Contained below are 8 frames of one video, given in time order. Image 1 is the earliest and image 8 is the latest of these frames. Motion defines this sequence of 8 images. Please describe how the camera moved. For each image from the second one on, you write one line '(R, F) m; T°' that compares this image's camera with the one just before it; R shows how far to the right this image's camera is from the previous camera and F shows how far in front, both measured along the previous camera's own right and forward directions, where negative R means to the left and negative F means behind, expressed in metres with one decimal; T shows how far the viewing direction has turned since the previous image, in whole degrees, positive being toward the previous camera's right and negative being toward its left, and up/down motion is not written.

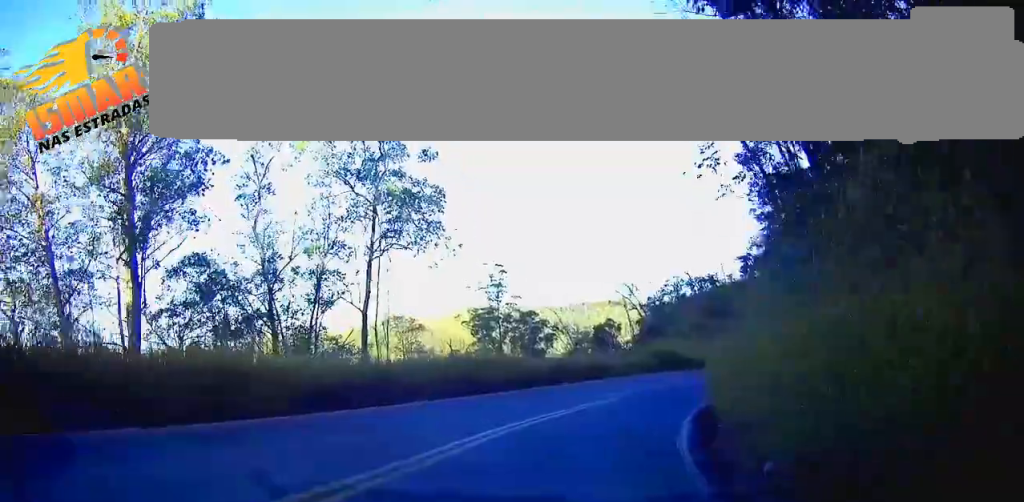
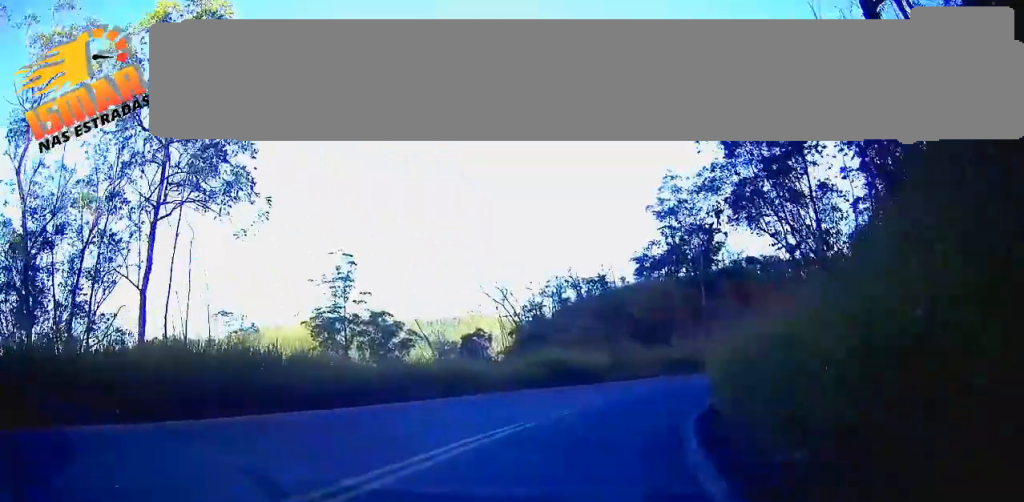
(+0.9, +16.5) m; +7°
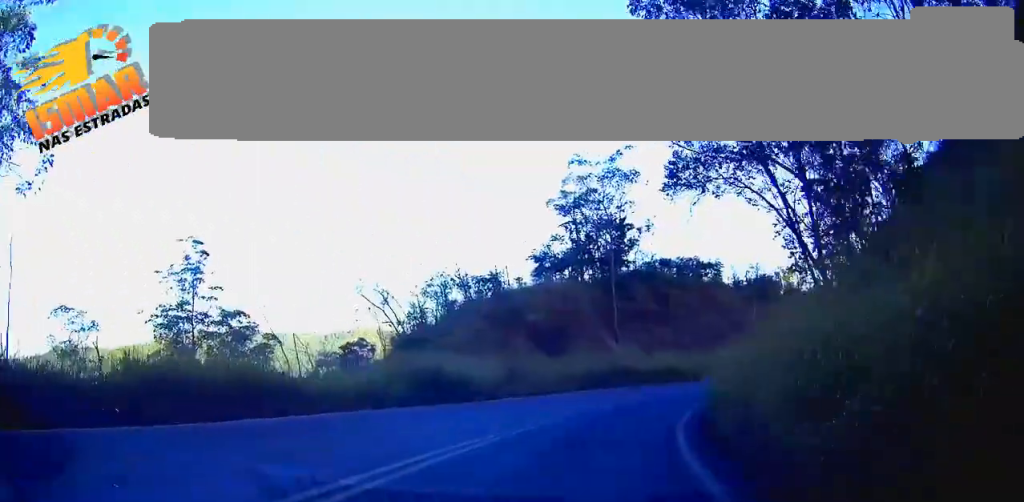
(+0.9, +13.5) m; +7°
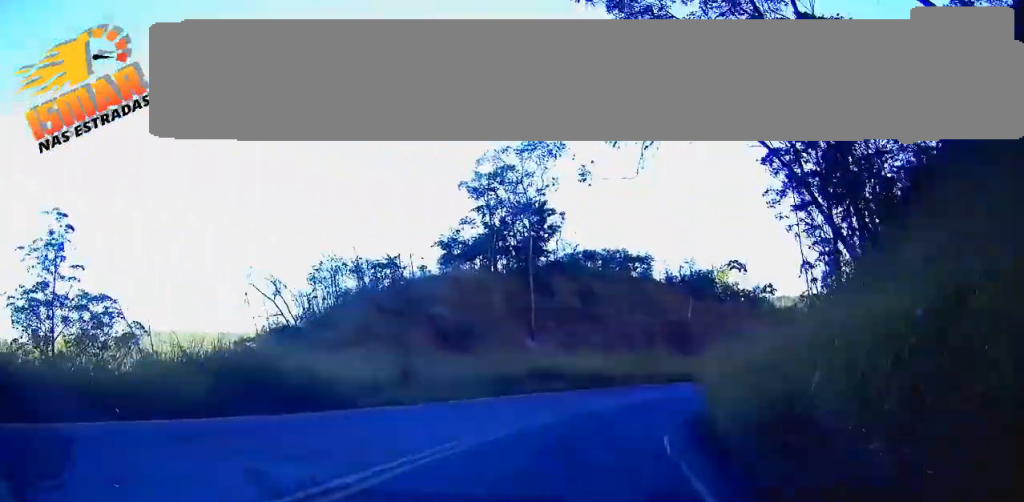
(+0.4, +11.1) m; +6°
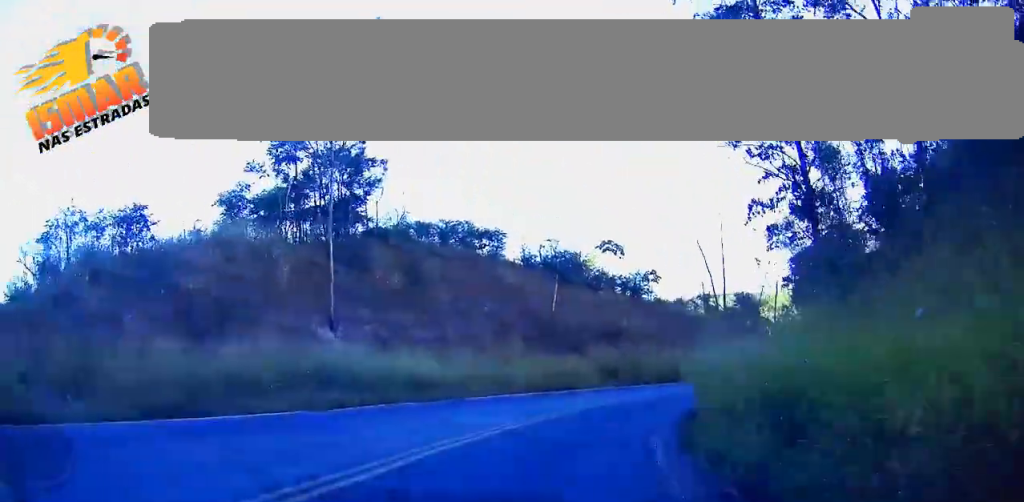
(+2.8, +22.0) m; +14°
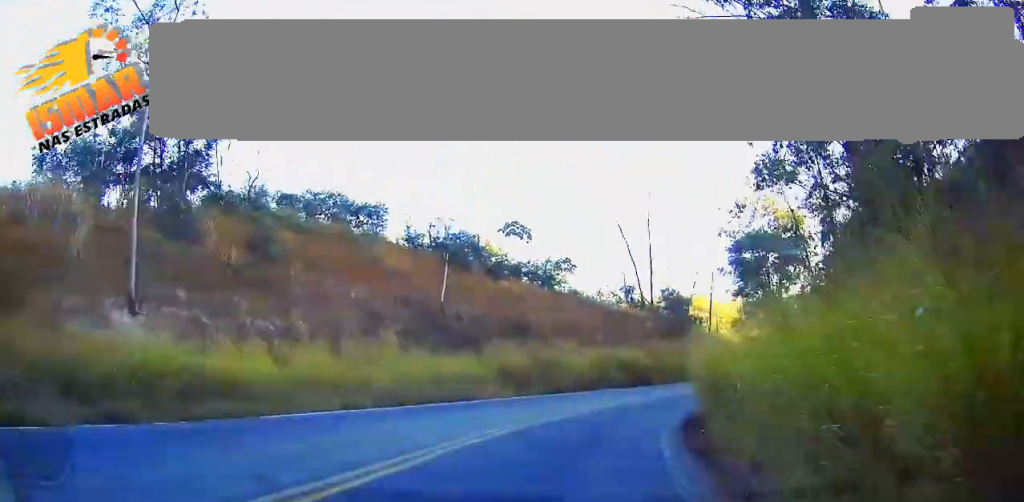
(+1.2, +15.1) m; +10°
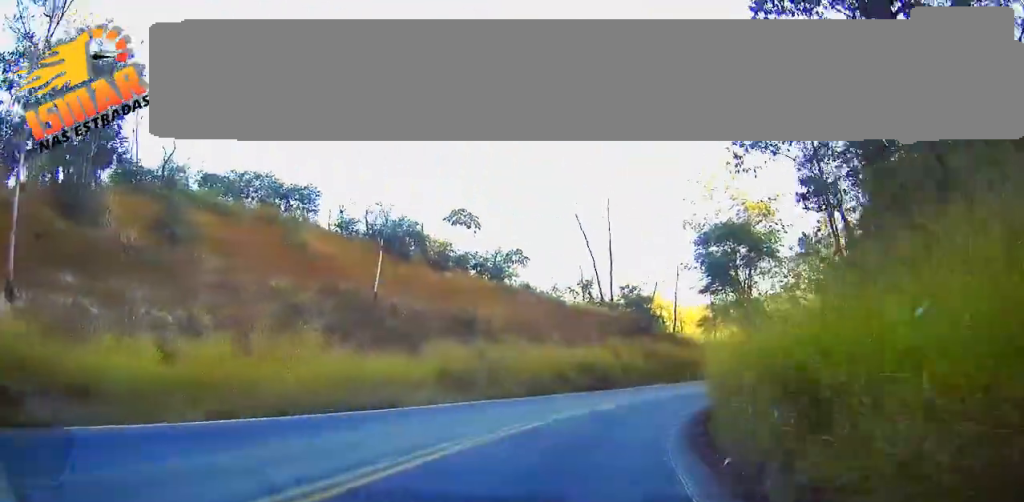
(+0.3, +7.0) m; +4°
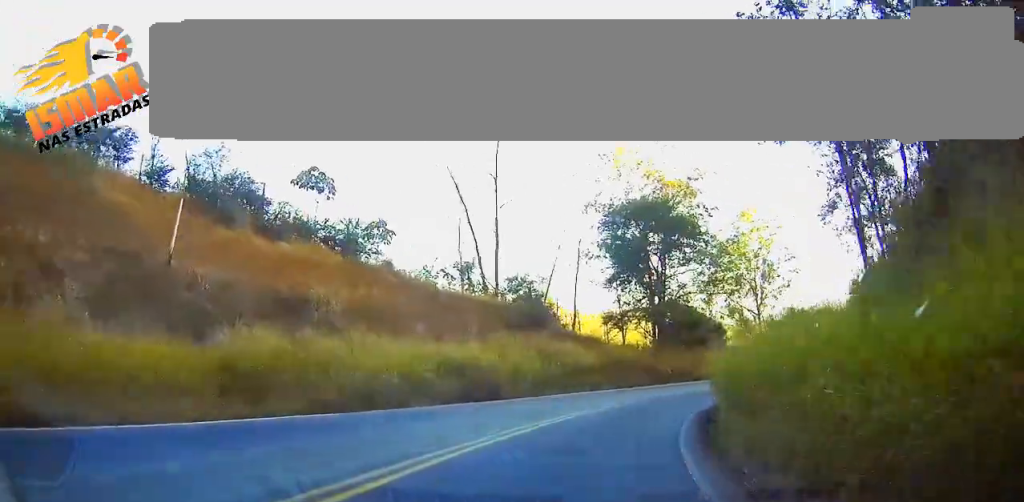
(+1.3, +15.2) m; +9°
